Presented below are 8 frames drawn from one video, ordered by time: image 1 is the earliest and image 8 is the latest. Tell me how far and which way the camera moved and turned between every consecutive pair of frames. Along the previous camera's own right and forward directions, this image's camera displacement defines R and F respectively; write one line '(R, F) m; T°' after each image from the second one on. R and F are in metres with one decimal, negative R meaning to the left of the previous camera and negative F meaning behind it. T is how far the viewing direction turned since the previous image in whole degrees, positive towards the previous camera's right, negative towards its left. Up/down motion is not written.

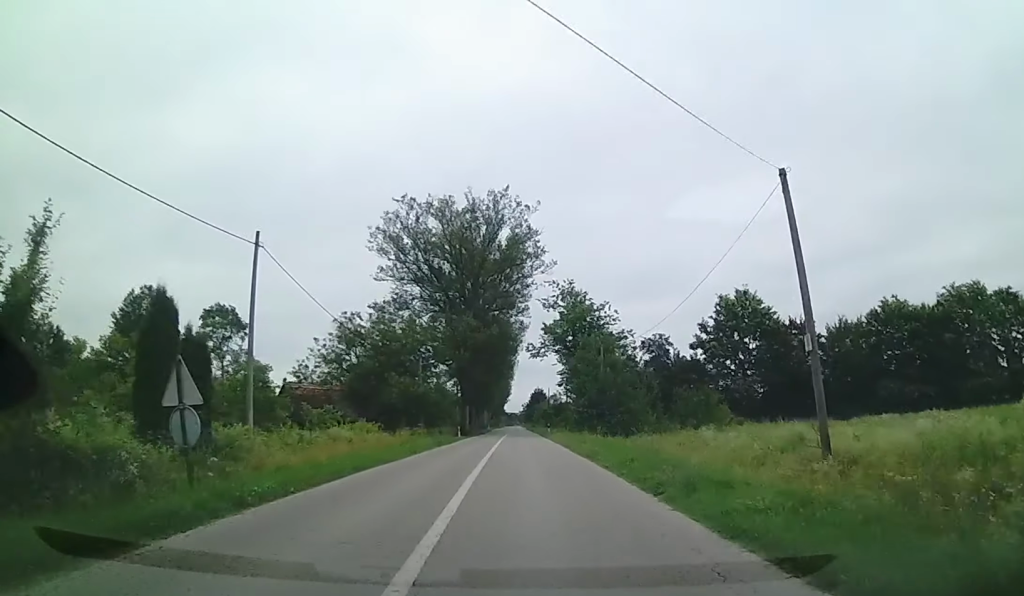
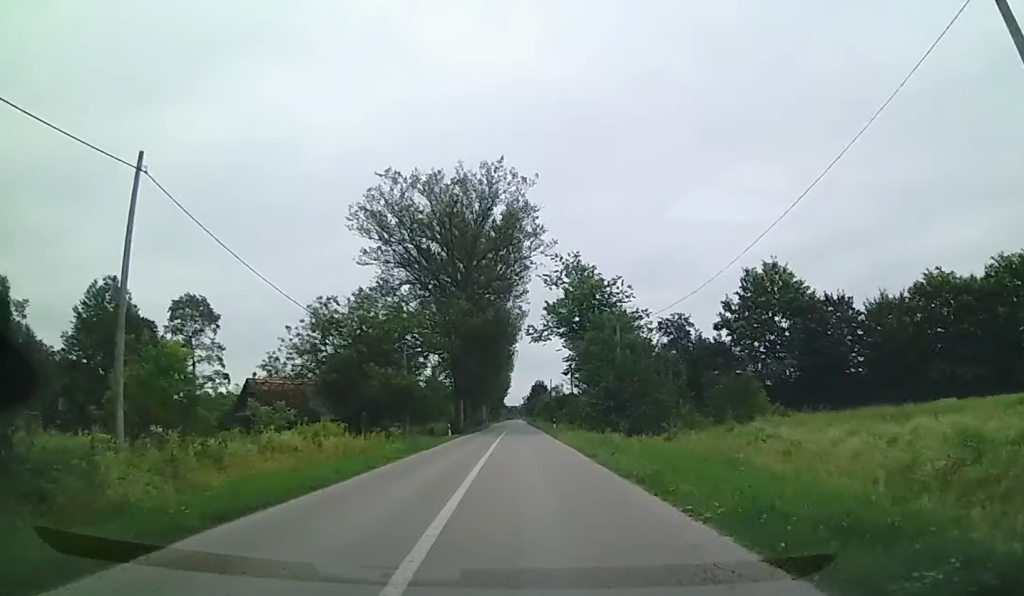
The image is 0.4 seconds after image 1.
(0.0, +7.9) m; 0°
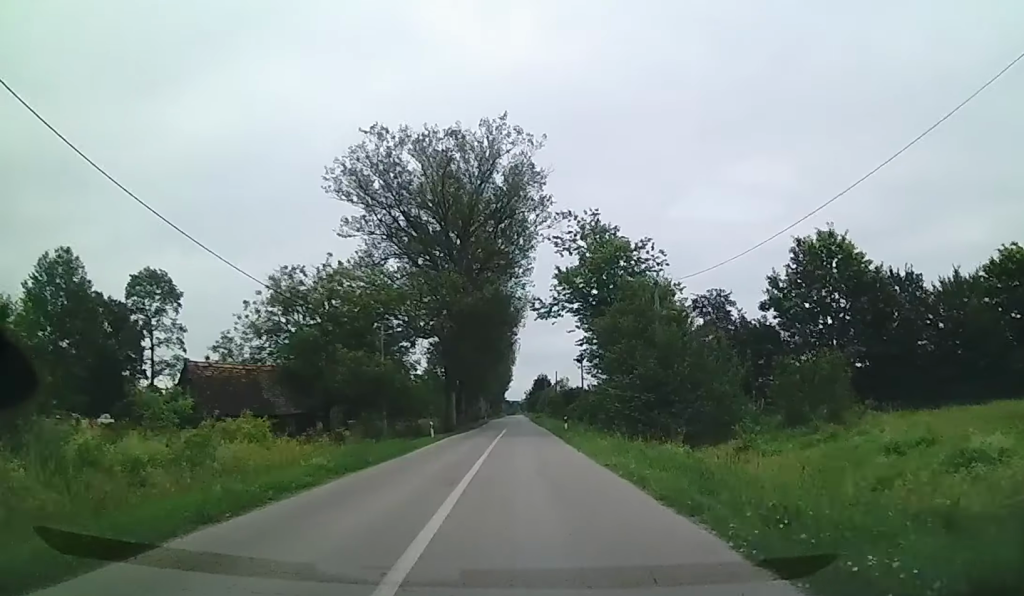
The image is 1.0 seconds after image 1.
(0.0, +9.8) m; 0°
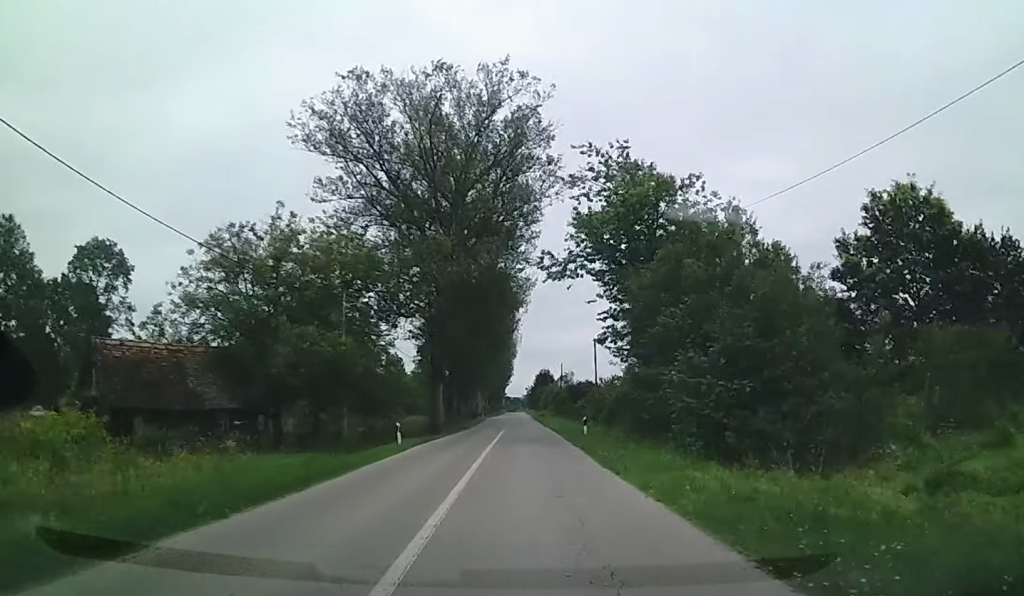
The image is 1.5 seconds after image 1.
(-0.1, +10.2) m; 0°
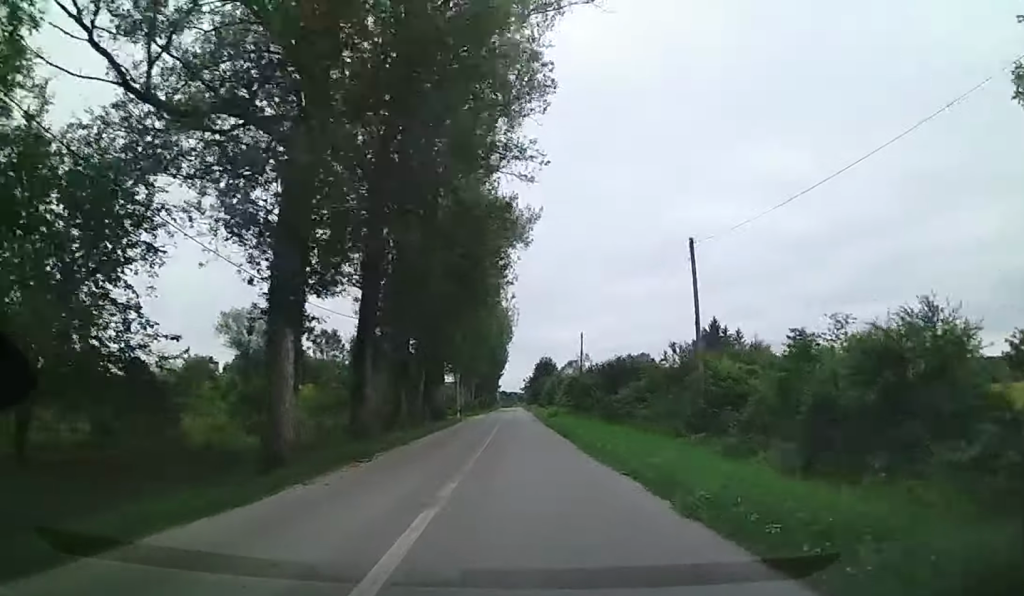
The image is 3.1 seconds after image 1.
(-0.2, +31.4) m; 0°
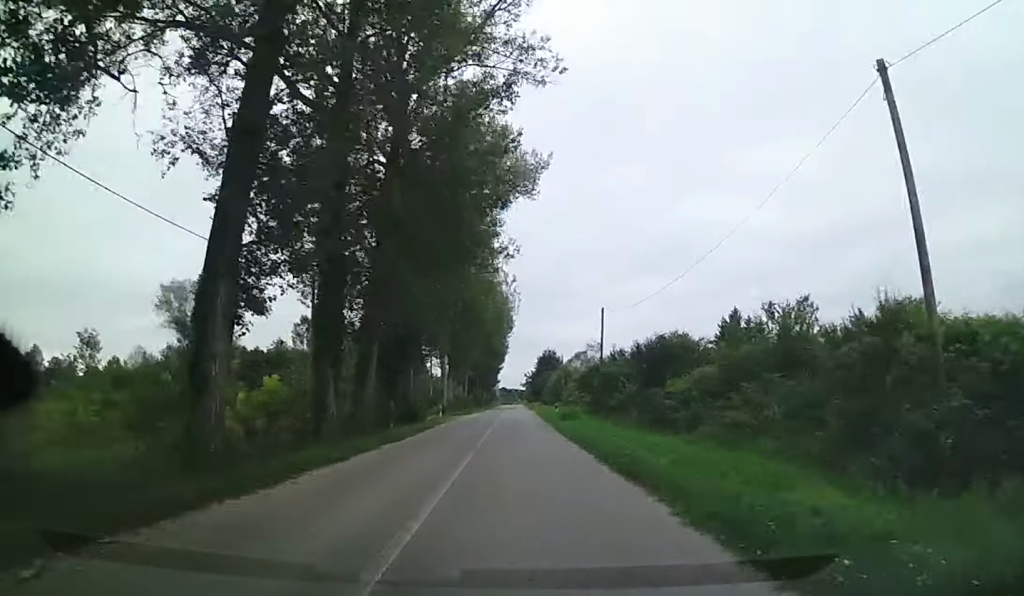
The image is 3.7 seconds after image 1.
(0.0, +13.2) m; 0°
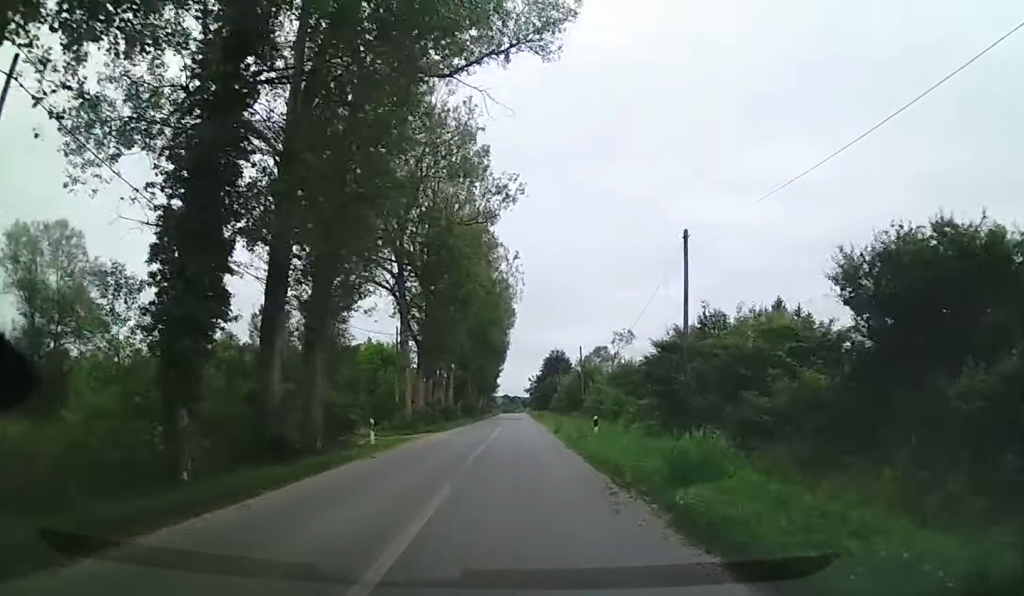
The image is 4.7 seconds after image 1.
(0.0, +20.9) m; +1°
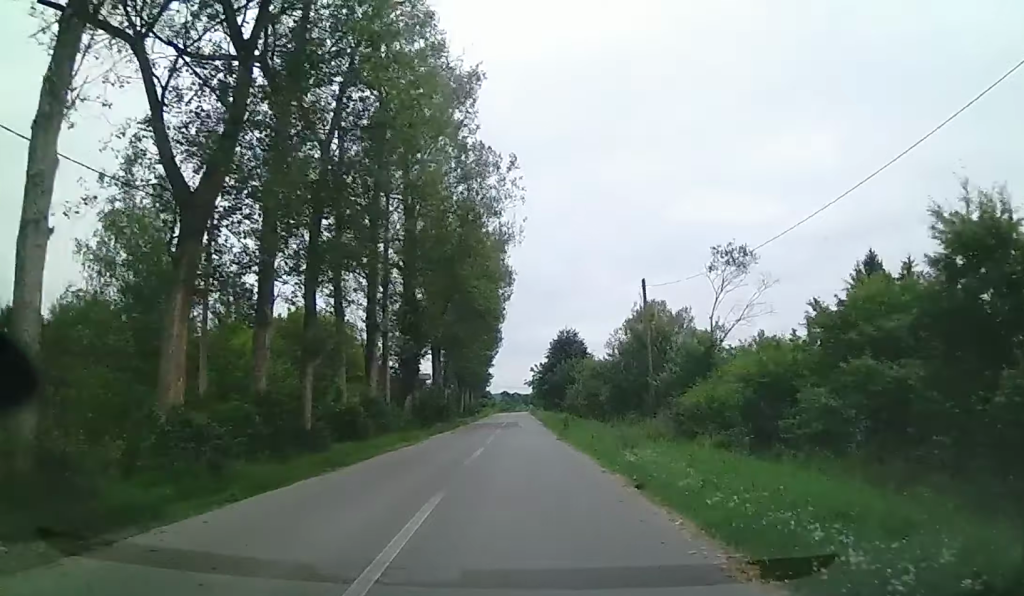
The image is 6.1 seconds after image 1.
(+0.5, +30.4) m; 0°
